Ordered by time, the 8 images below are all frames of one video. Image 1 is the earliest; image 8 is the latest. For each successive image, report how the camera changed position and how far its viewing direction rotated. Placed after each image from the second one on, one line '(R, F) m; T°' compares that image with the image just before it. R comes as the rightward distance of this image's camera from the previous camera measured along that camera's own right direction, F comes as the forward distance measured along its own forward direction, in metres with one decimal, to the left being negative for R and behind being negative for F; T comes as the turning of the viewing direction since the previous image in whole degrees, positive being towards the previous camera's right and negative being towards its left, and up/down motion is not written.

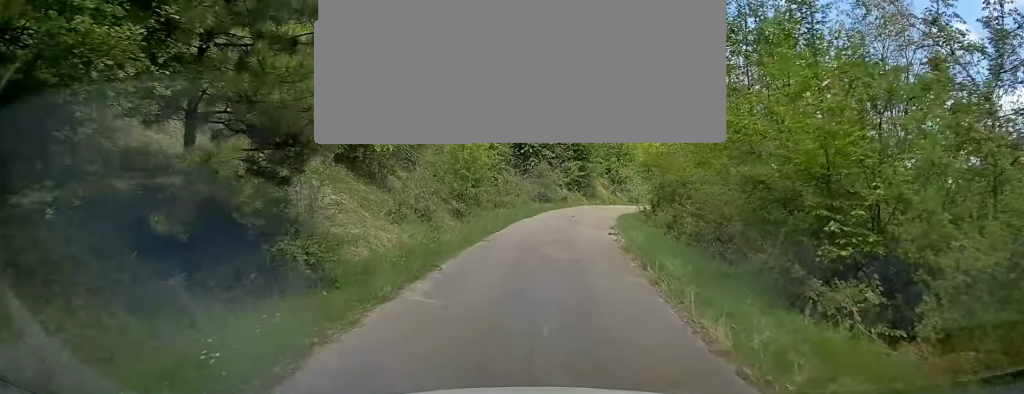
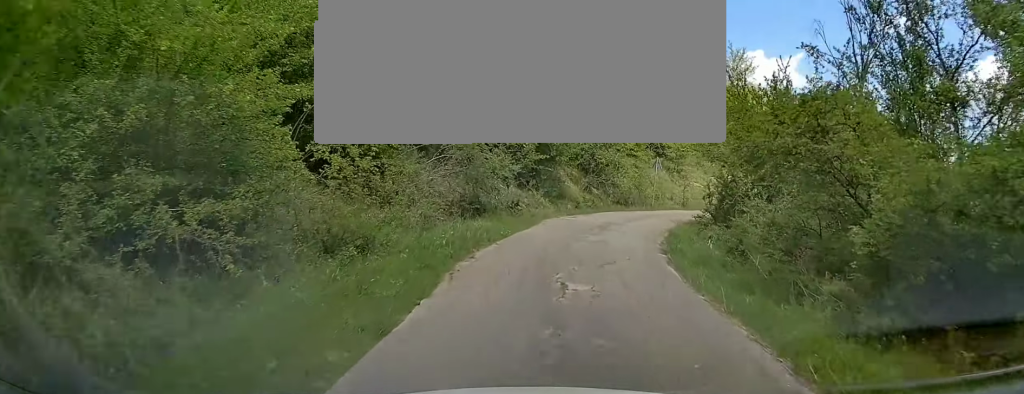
(+1.0, +18.3) m; +8°
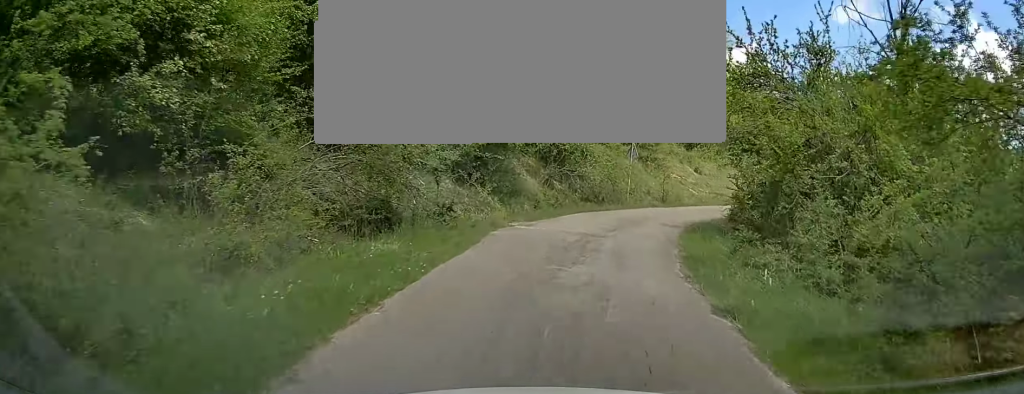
(+0.1, +6.1) m; +4°
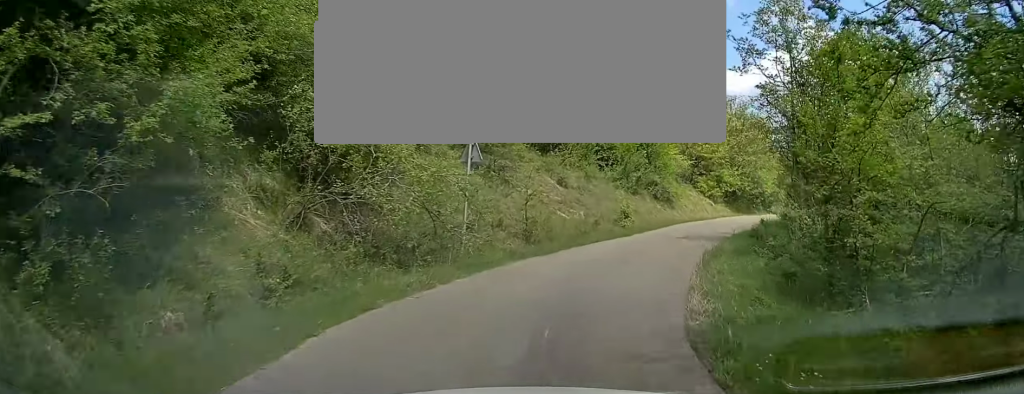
(+1.4, +13.0) m; +14°
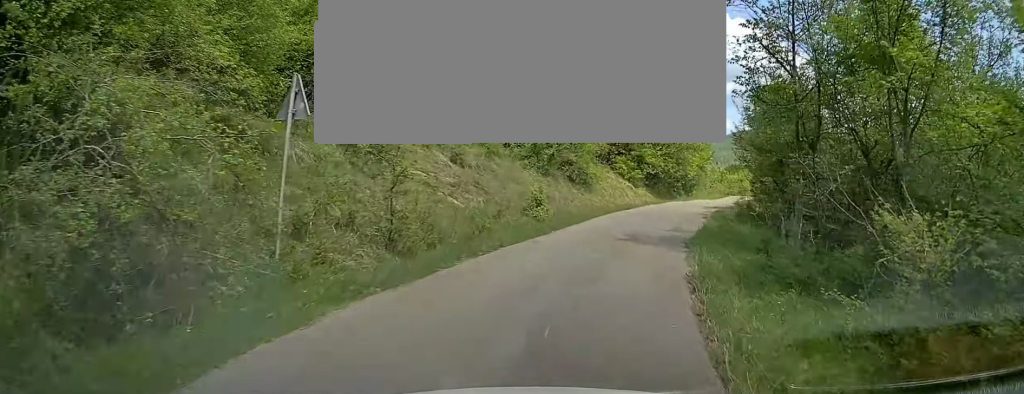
(+0.5, +6.1) m; +7°
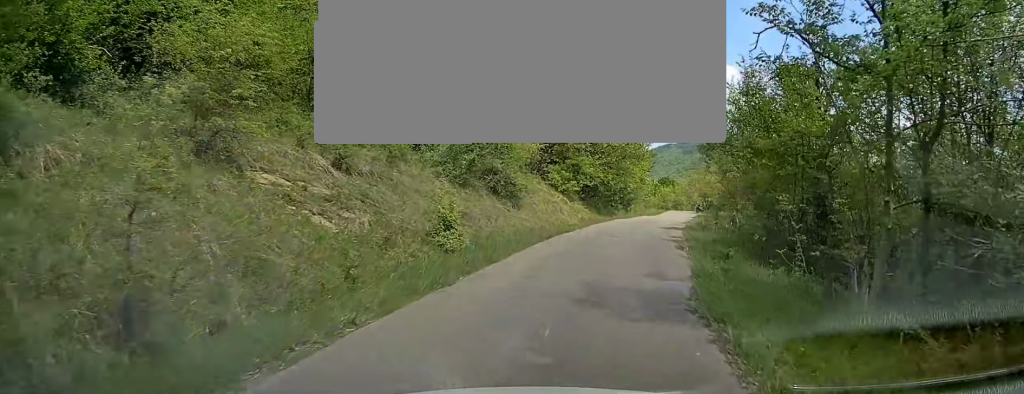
(+0.4, +5.6) m; +6°
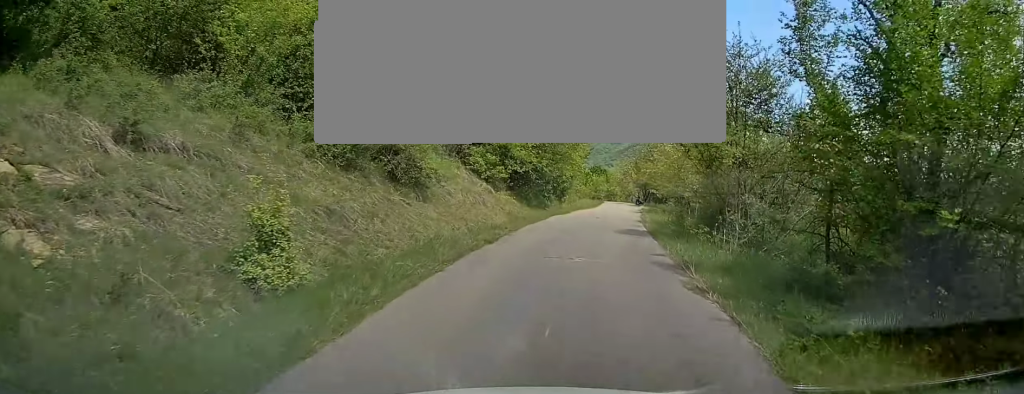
(+0.1, +6.4) m; +6°
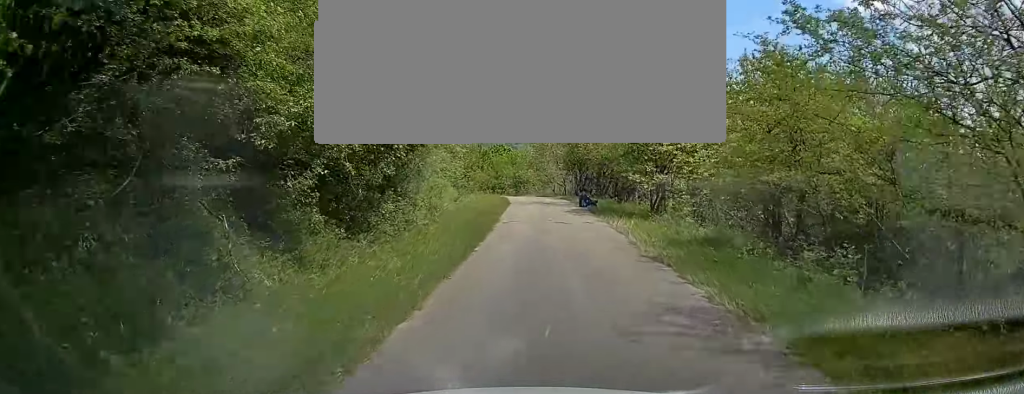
(+5.0, +31.6) m; +11°
